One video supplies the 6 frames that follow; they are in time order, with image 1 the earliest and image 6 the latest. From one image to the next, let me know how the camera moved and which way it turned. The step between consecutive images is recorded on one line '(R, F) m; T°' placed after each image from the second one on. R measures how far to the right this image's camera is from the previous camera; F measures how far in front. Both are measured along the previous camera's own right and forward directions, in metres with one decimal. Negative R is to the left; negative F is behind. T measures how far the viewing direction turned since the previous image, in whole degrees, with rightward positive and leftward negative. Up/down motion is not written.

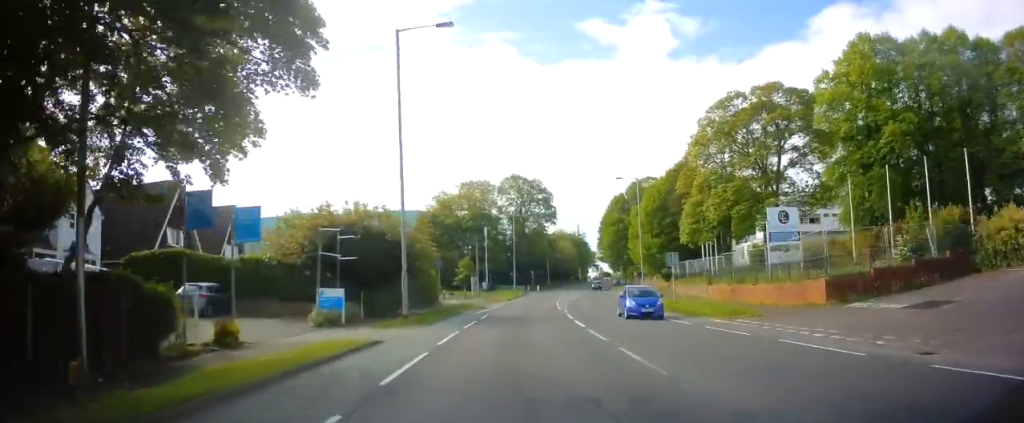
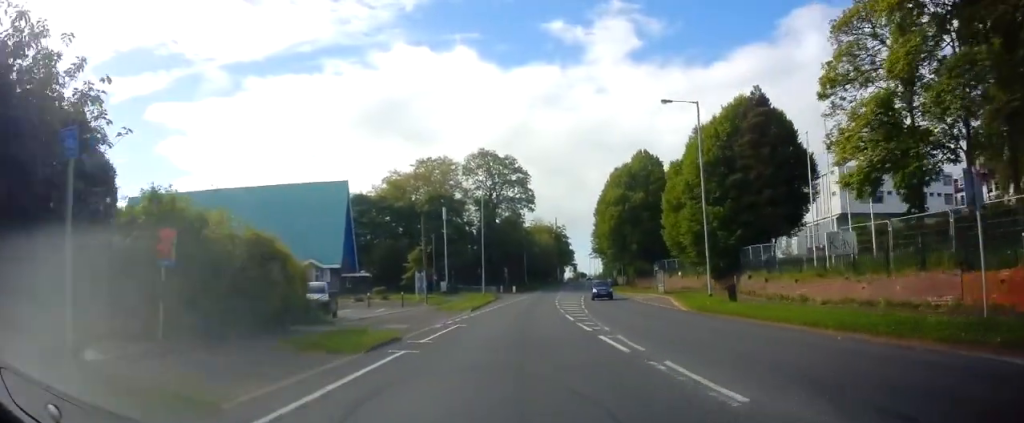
(+0.3, +25.4) m; +3°
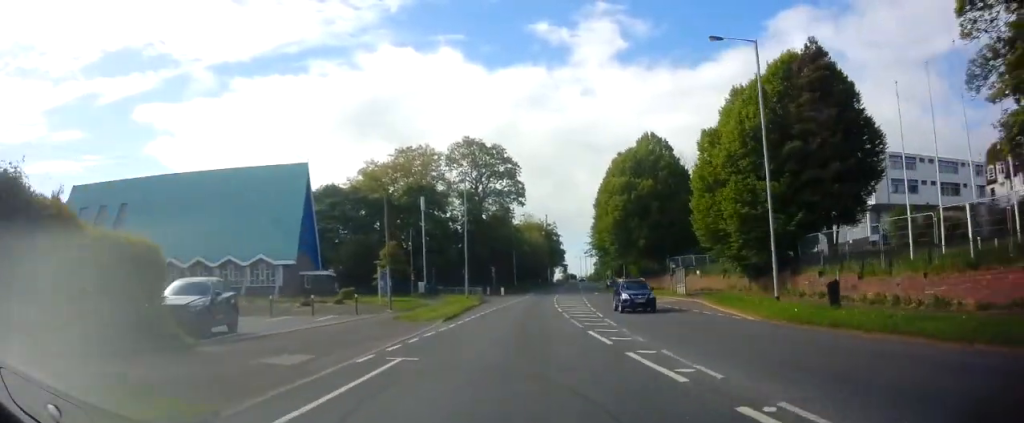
(+0.2, +9.7) m; +2°
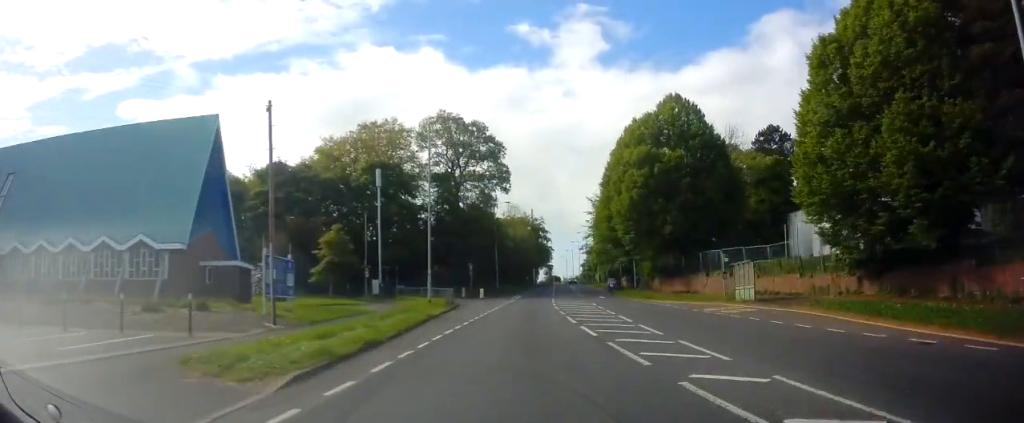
(+0.3, +15.5) m; +3°
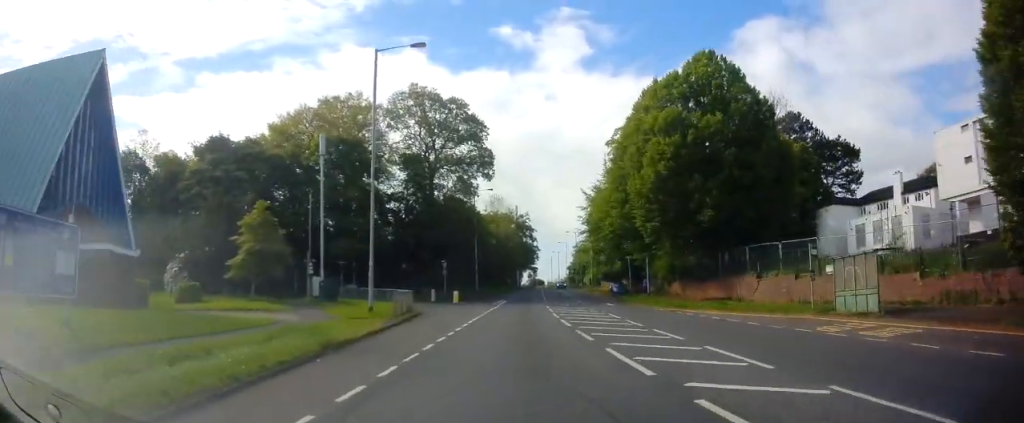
(+0.3, +12.2) m; +2°
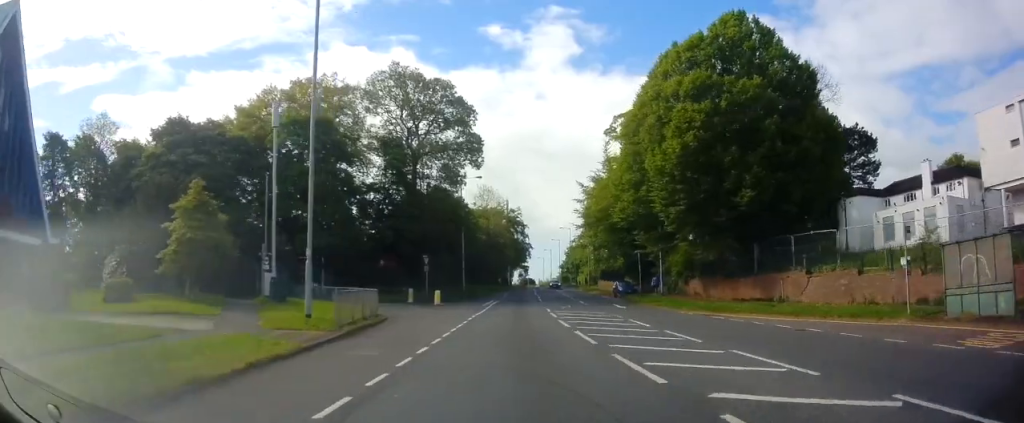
(+0.1, +7.0) m; +1°
